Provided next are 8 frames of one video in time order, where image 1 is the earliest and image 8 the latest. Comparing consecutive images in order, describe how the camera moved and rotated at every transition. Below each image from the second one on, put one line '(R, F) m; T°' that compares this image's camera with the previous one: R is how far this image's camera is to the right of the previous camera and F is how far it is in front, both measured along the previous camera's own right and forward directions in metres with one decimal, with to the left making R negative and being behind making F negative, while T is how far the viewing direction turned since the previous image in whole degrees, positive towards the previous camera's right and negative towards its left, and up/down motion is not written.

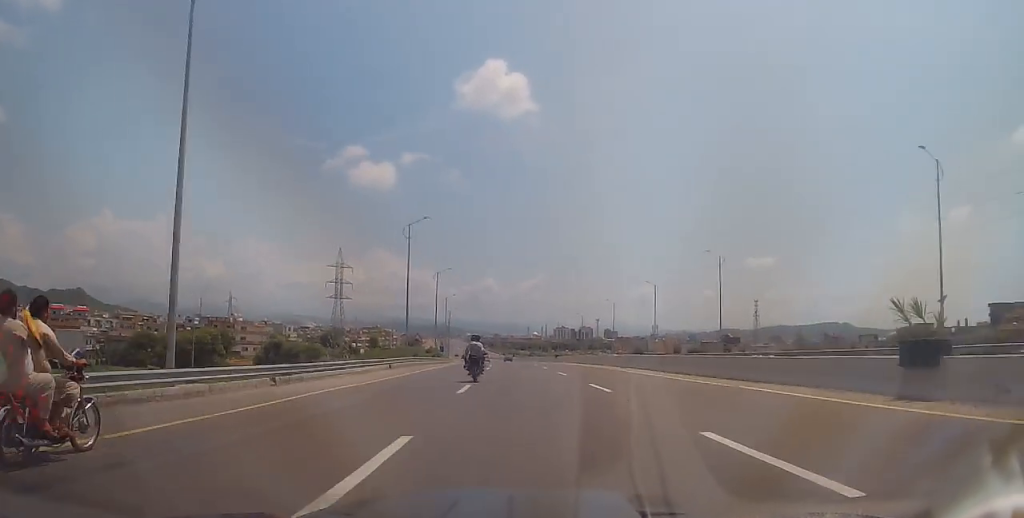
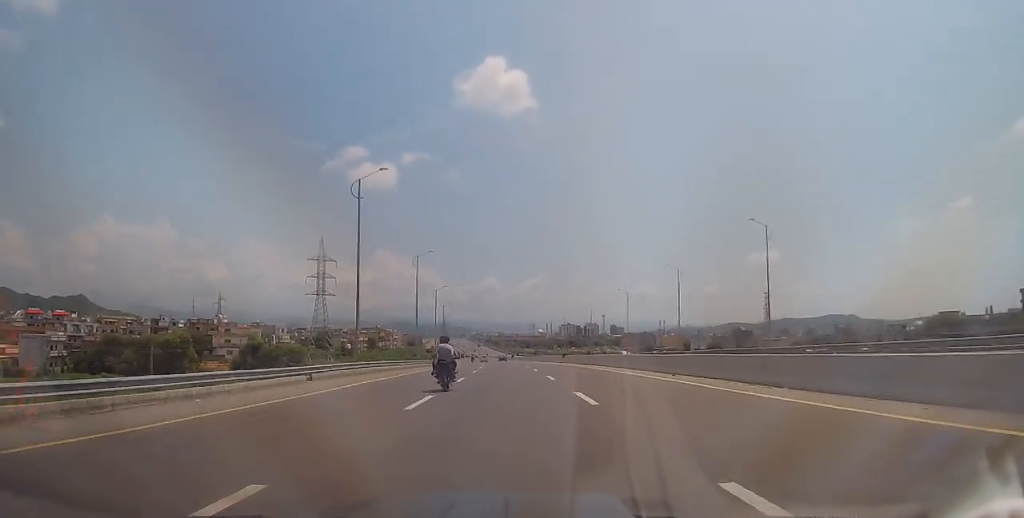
(+0.1, +15.0) m; -1°
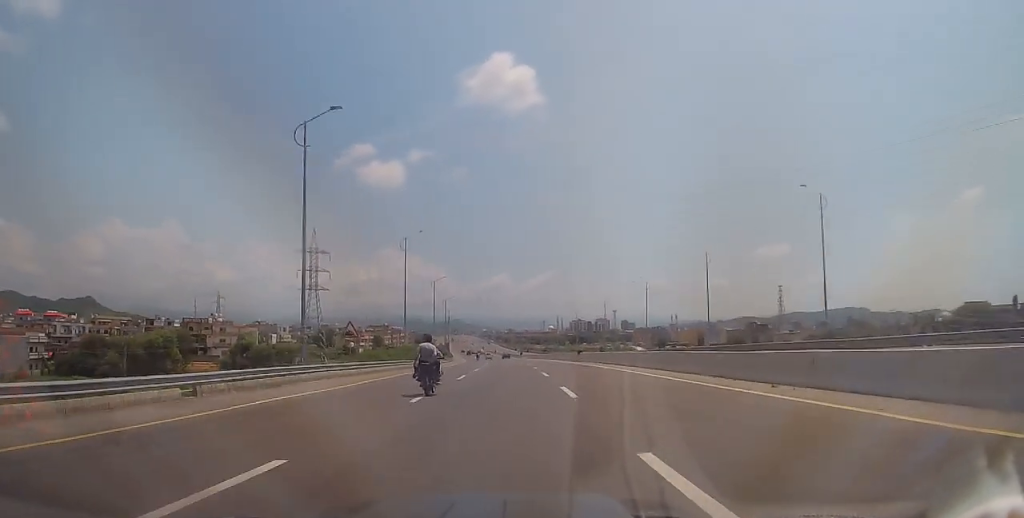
(-0.2, +10.3) m; -1°
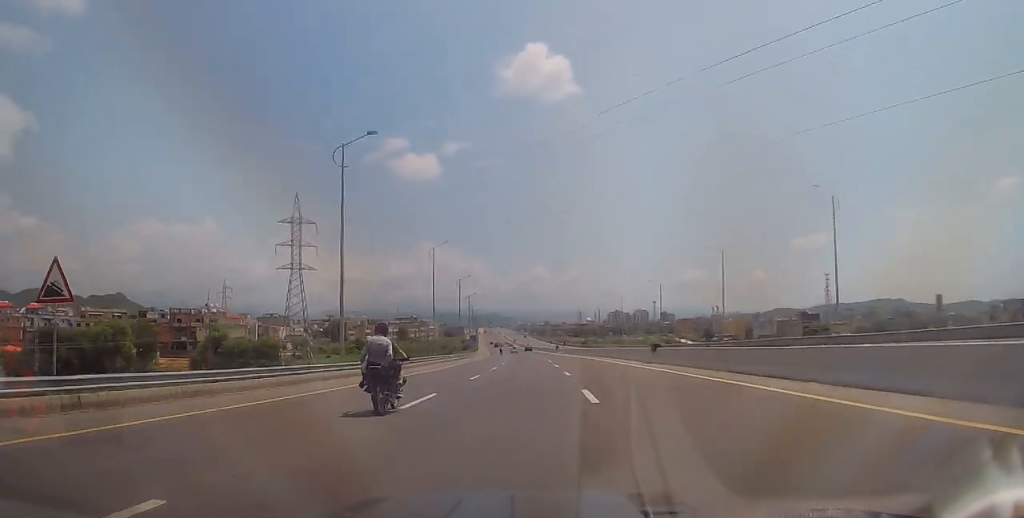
(-0.3, +26.6) m; -2°
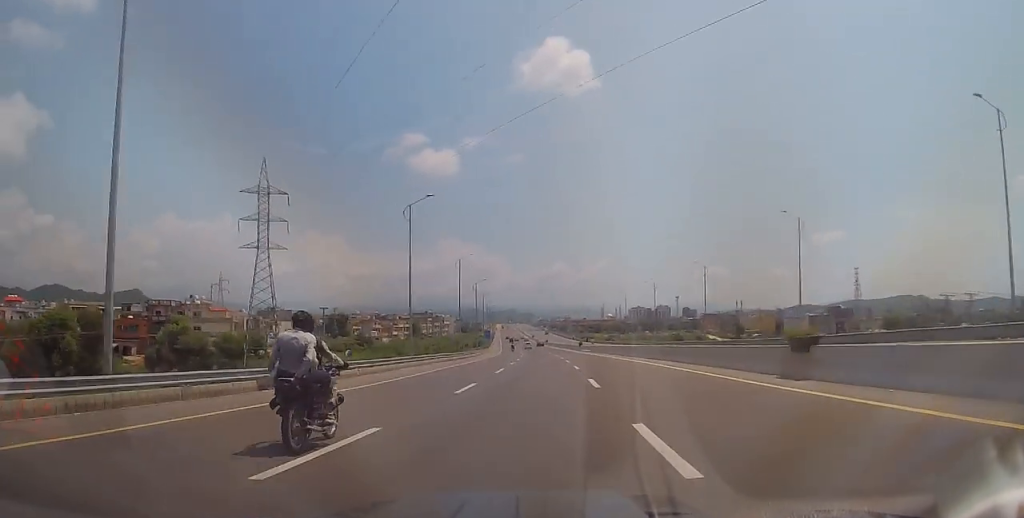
(-0.4, +19.0) m; -3°
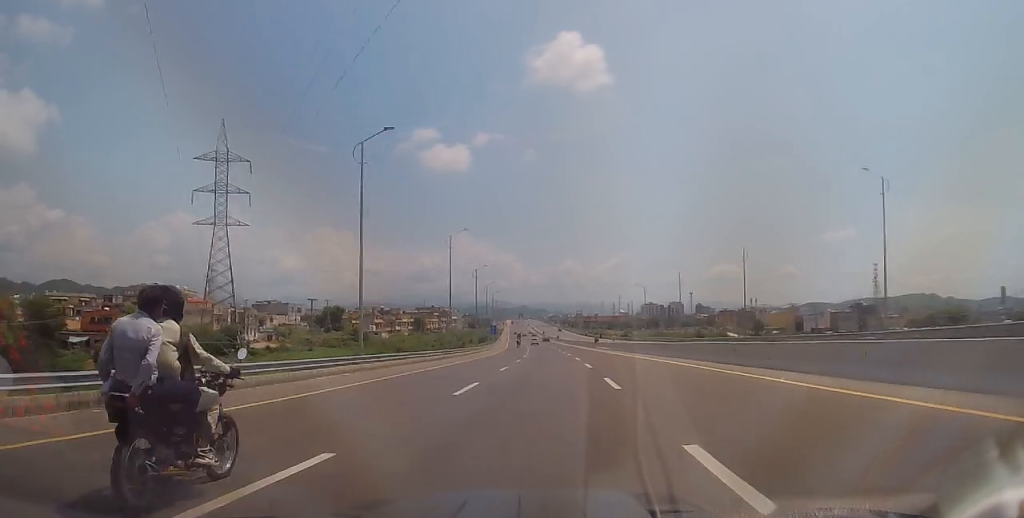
(-0.4, +14.3) m; 0°
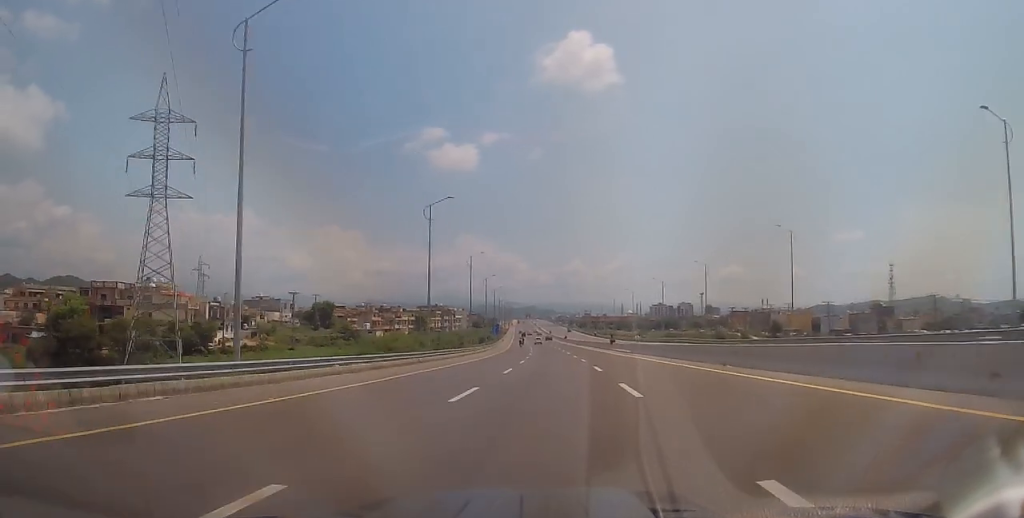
(-0.1, +13.7) m; 0°
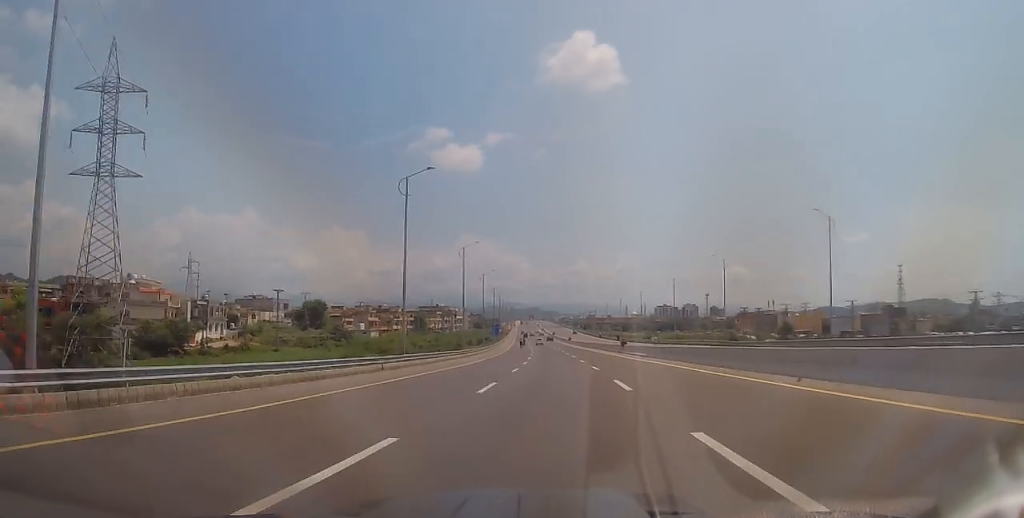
(+0.2, +8.8) m; 0°
